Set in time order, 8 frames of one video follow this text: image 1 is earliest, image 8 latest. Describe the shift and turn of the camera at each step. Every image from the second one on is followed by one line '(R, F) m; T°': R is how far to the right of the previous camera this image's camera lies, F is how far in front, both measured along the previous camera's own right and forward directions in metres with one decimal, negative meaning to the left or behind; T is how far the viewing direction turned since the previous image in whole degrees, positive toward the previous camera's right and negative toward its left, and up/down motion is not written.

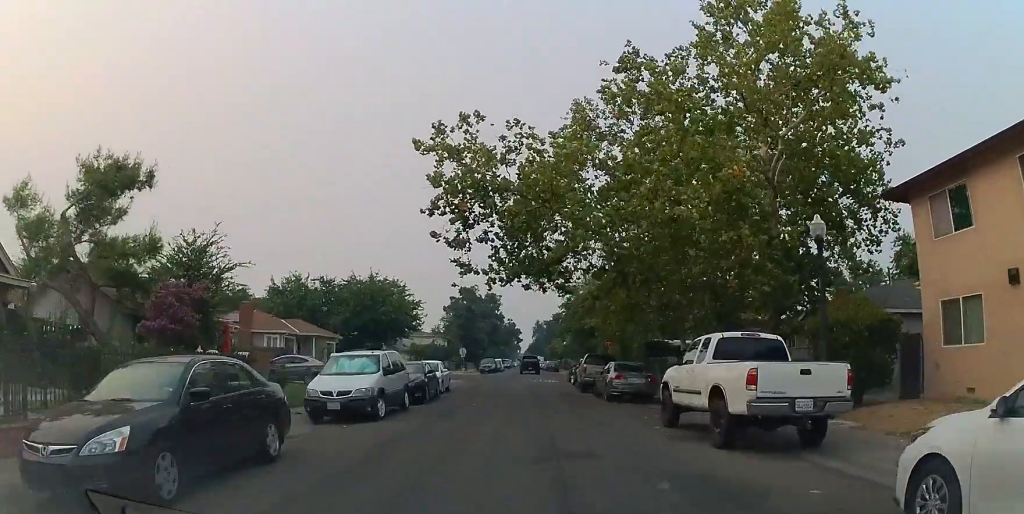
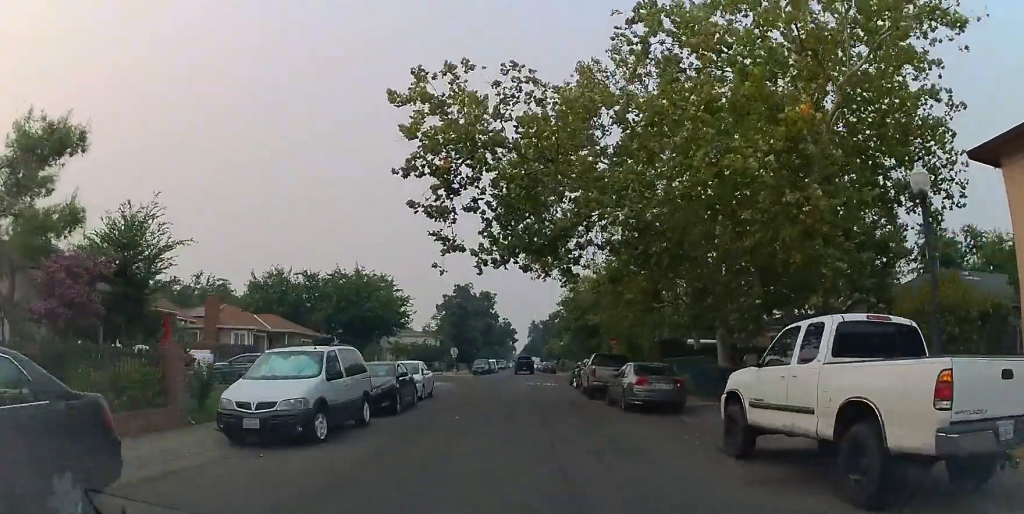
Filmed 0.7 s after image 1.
(0.0, +4.1) m; 0°
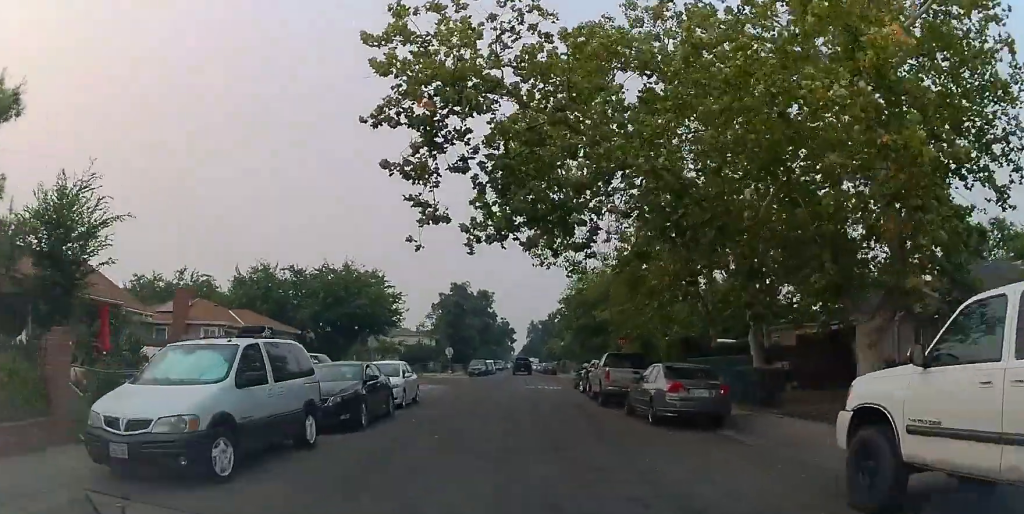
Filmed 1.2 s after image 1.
(0.0, +3.5) m; 0°
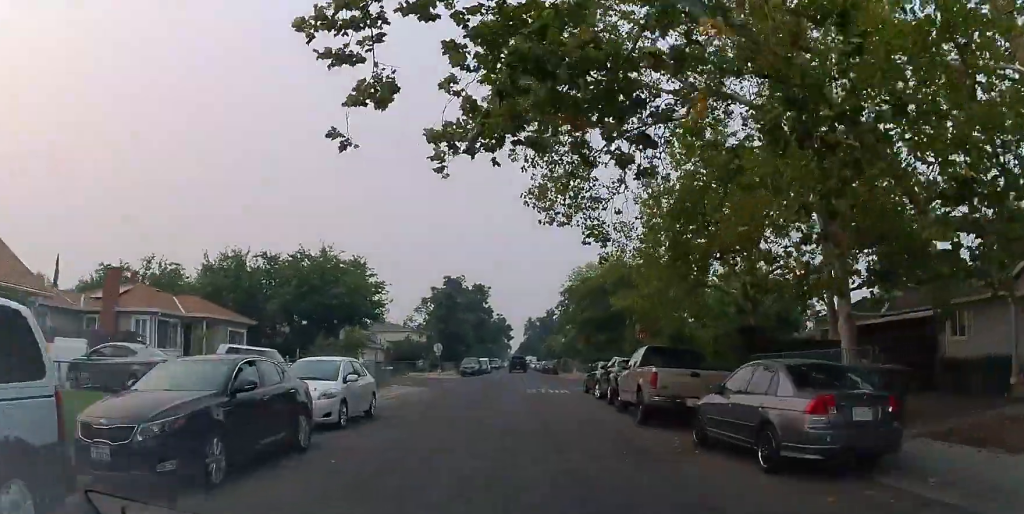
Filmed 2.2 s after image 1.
(0.0, +6.2) m; 0°
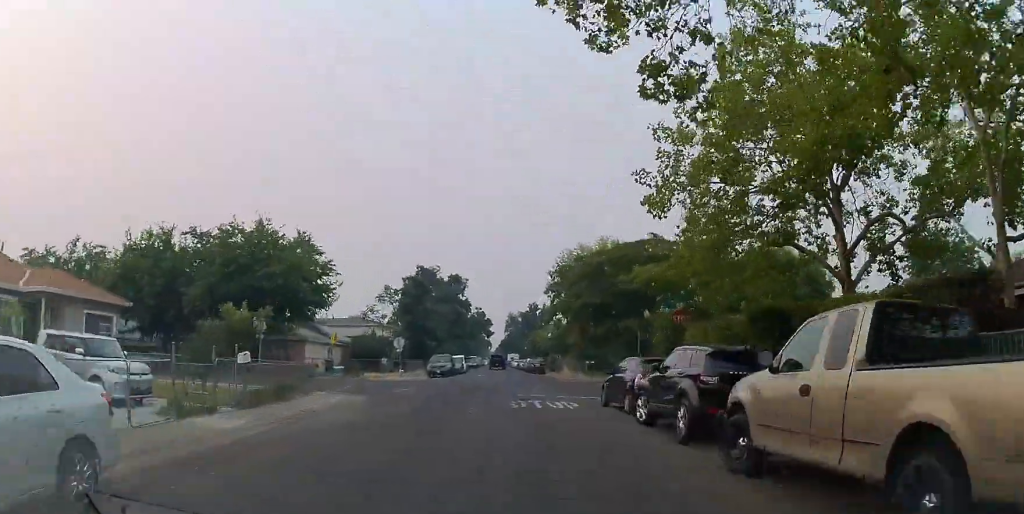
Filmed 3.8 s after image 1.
(0.0, +9.5) m; 0°
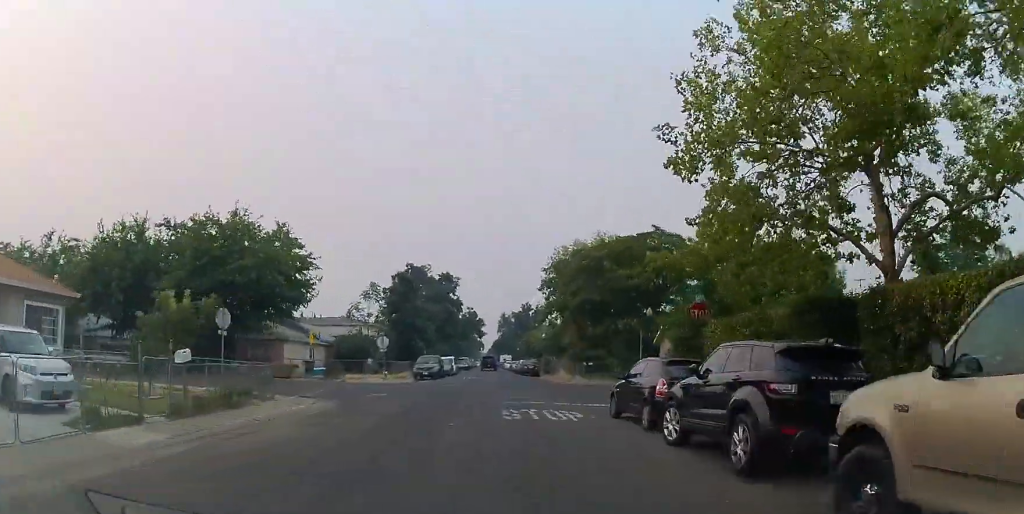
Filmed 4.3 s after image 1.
(0.0, +2.7) m; +1°
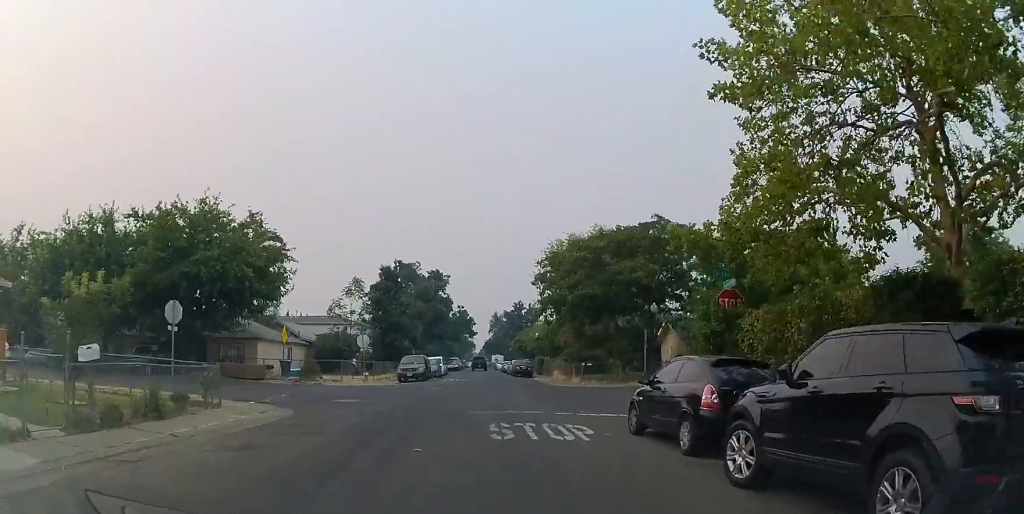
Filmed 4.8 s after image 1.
(-0.1, +3.2) m; +2°
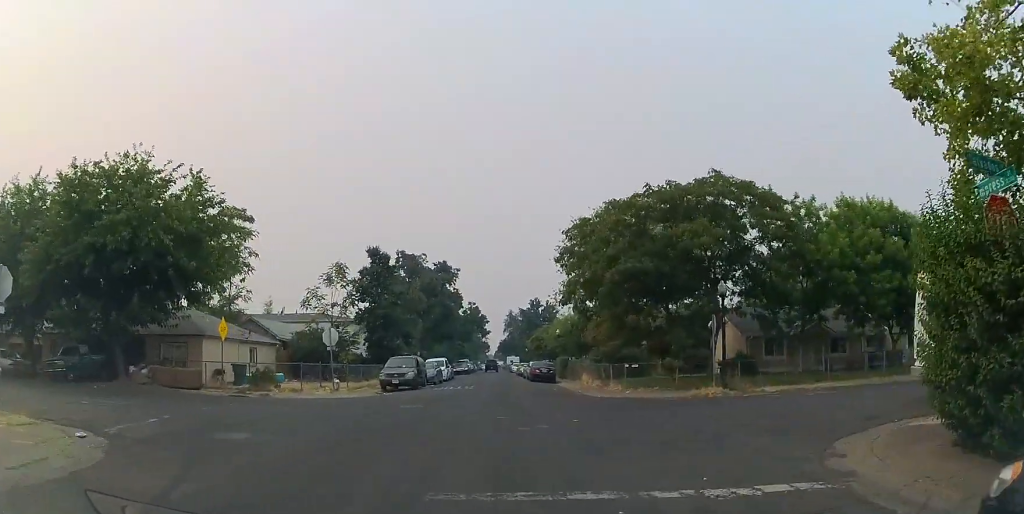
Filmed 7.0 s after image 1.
(+0.2, +10.1) m; -3°
